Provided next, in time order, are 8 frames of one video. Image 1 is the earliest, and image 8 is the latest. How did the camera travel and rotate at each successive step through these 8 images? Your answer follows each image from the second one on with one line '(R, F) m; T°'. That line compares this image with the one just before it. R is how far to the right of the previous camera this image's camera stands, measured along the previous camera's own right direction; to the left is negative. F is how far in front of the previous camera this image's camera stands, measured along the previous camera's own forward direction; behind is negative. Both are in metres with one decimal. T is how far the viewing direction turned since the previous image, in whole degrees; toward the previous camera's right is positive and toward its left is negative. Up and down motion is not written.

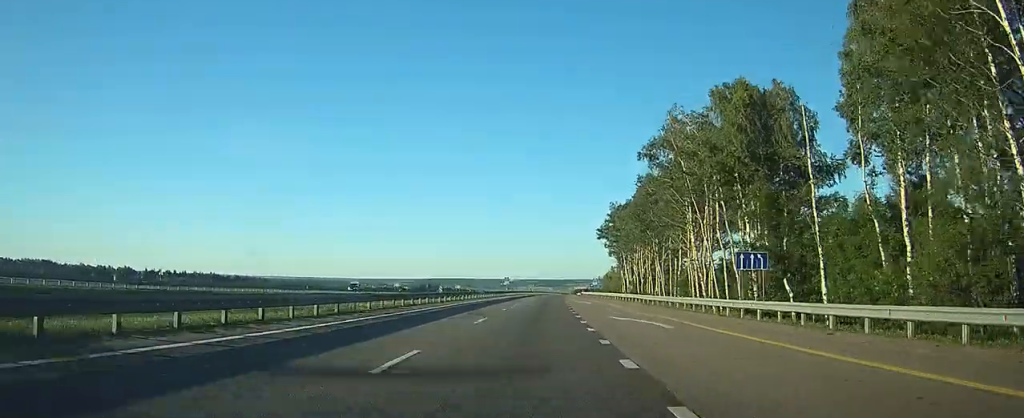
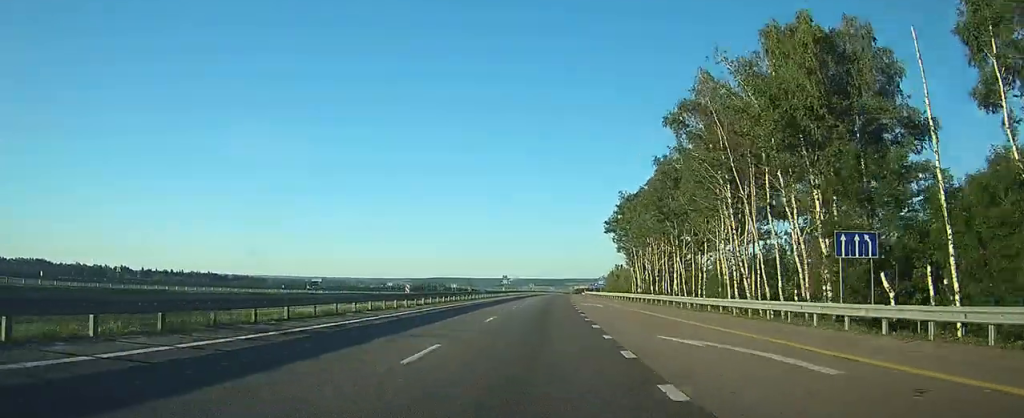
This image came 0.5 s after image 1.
(-0.2, +10.8) m; 0°
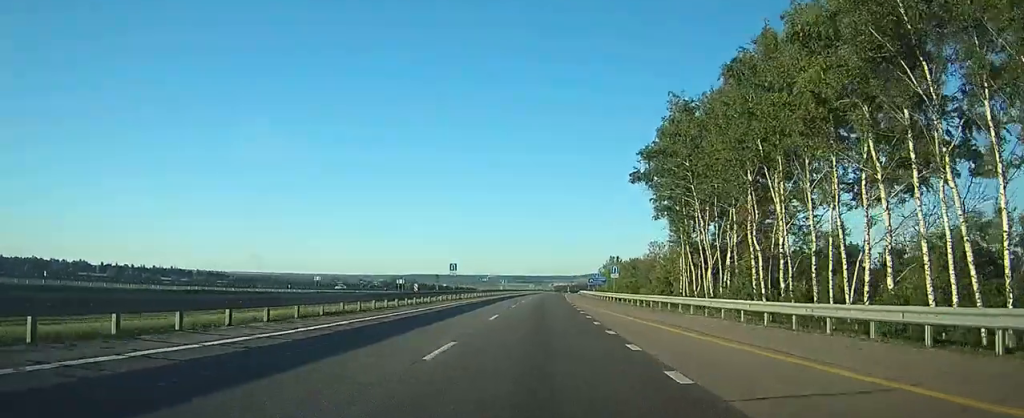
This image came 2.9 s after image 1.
(+0.4, +46.5) m; +1°
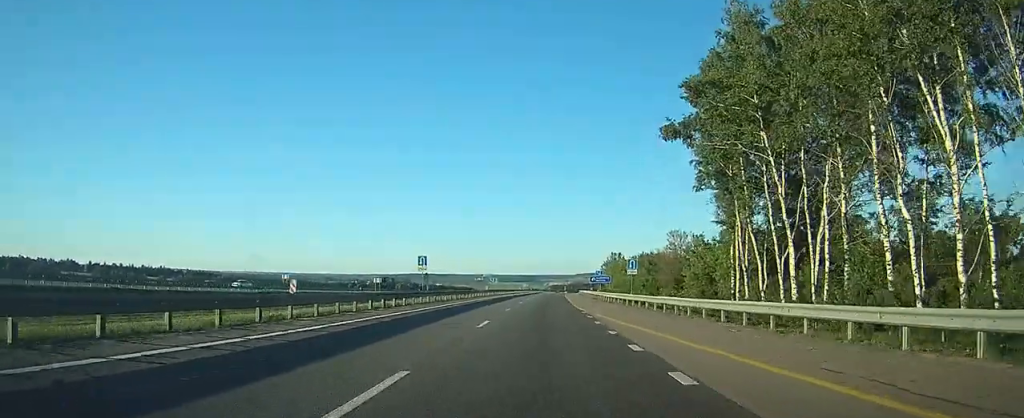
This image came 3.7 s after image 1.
(0.0, +16.0) m; 0°
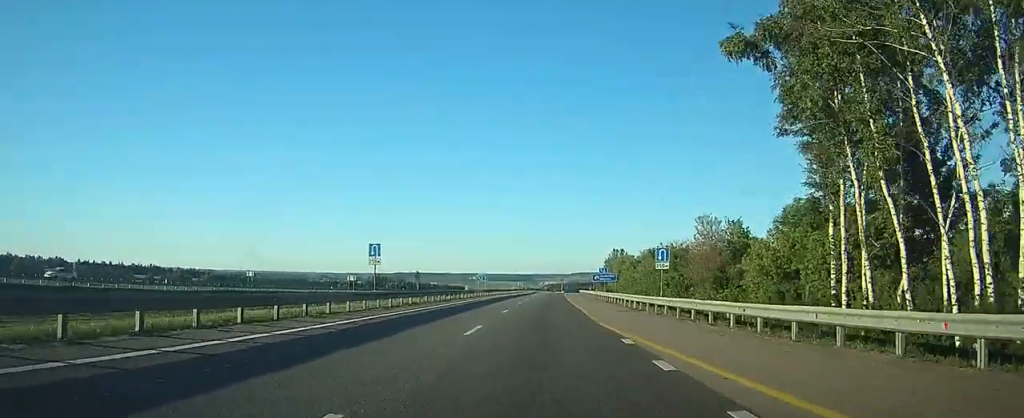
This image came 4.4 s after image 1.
(+0.1, +14.8) m; 0°
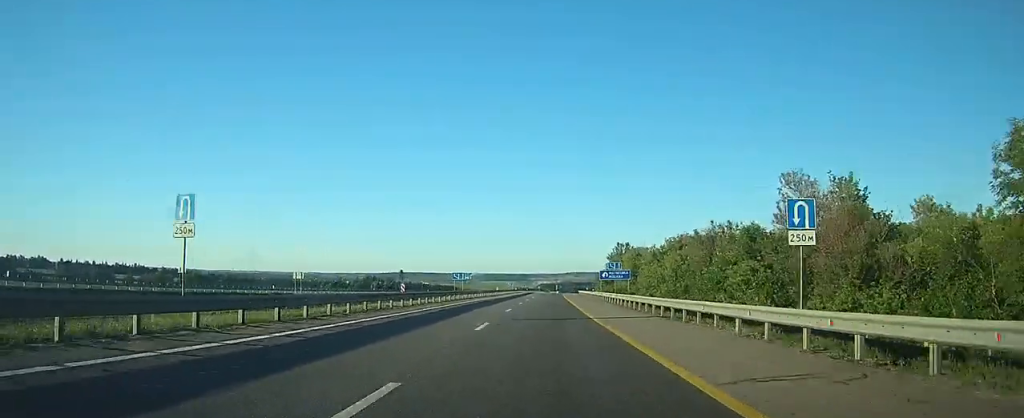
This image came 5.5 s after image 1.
(+0.2, +22.3) m; 0°
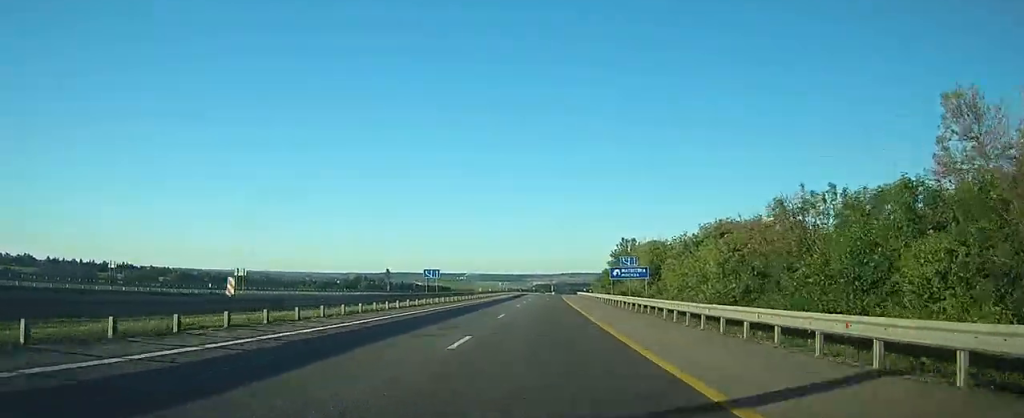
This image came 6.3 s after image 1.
(0.0, +17.0) m; 0°
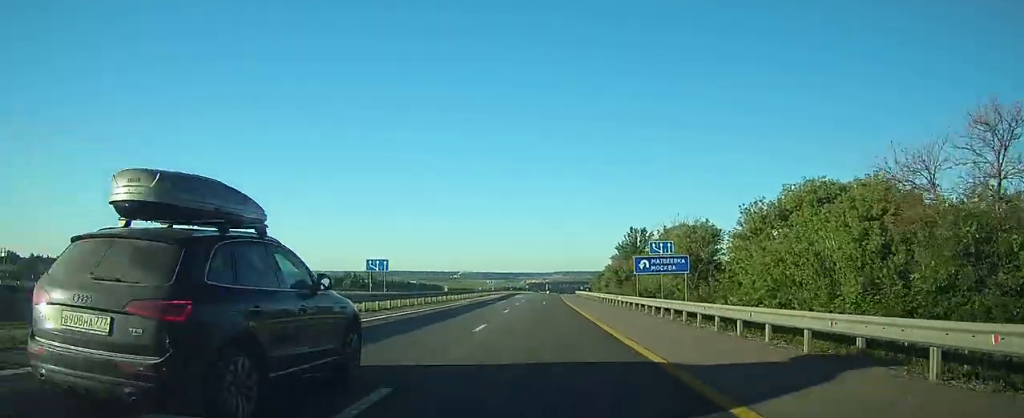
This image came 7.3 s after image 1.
(0.0, +19.8) m; 0°
